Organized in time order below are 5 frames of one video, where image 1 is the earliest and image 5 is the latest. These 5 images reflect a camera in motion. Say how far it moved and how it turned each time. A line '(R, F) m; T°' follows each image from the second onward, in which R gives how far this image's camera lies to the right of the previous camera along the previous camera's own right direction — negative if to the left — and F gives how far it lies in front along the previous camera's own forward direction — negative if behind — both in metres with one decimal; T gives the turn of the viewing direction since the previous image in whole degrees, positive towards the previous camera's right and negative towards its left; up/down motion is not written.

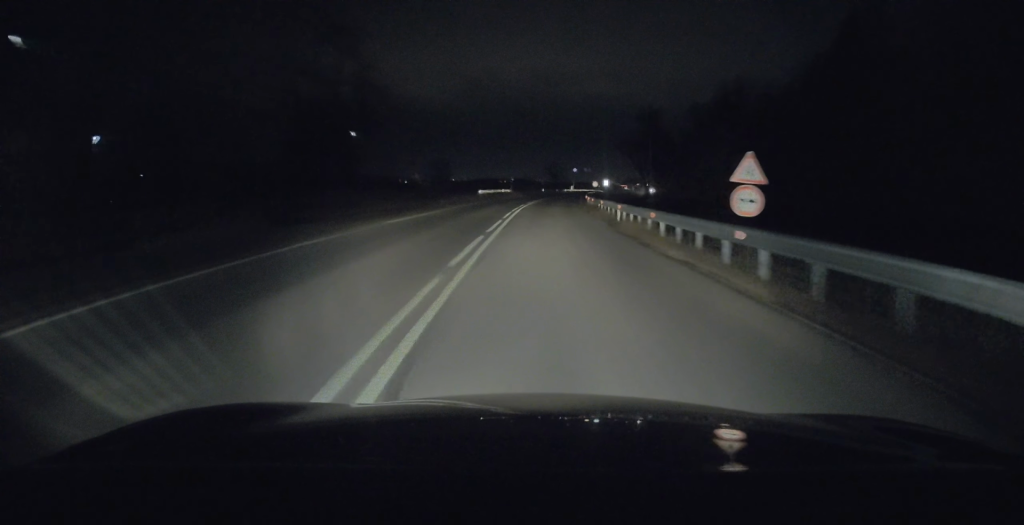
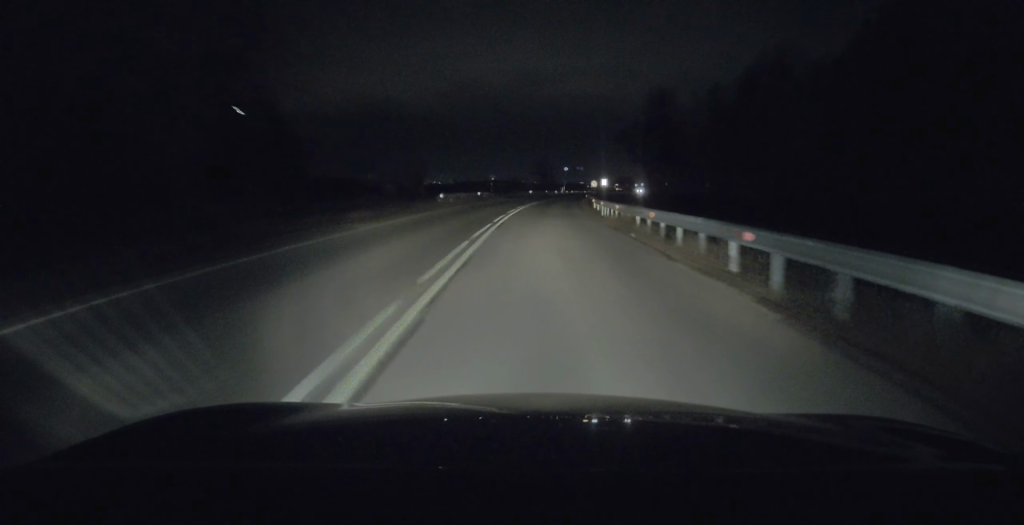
(+0.4, +17.3) m; +2°
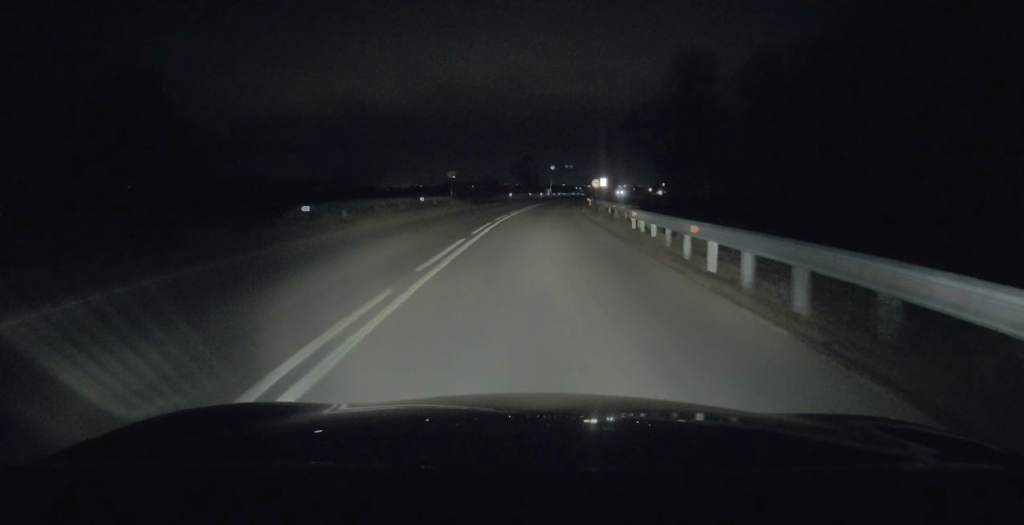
(+0.3, +21.4) m; +1°
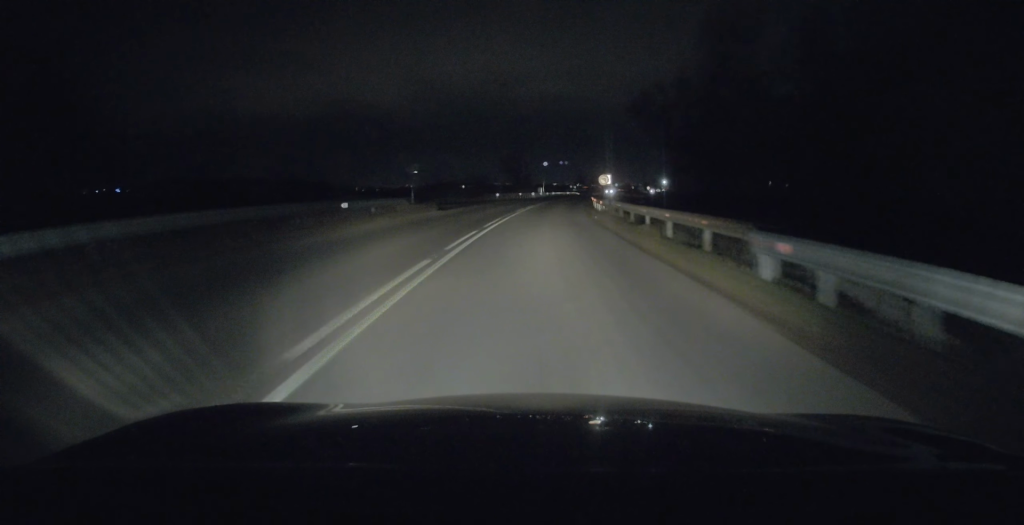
(+0.1, +12.6) m; +1°
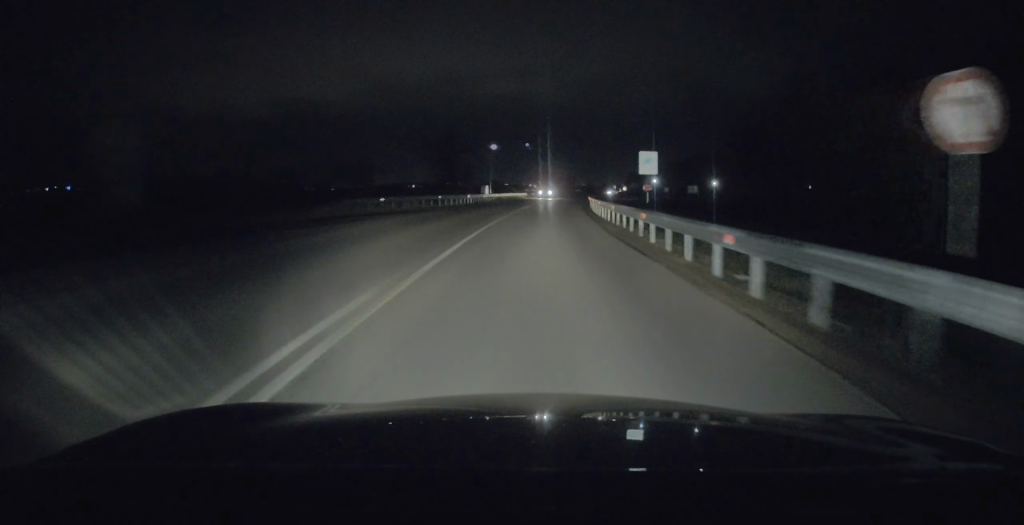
(+1.5, +41.9) m; +4°
